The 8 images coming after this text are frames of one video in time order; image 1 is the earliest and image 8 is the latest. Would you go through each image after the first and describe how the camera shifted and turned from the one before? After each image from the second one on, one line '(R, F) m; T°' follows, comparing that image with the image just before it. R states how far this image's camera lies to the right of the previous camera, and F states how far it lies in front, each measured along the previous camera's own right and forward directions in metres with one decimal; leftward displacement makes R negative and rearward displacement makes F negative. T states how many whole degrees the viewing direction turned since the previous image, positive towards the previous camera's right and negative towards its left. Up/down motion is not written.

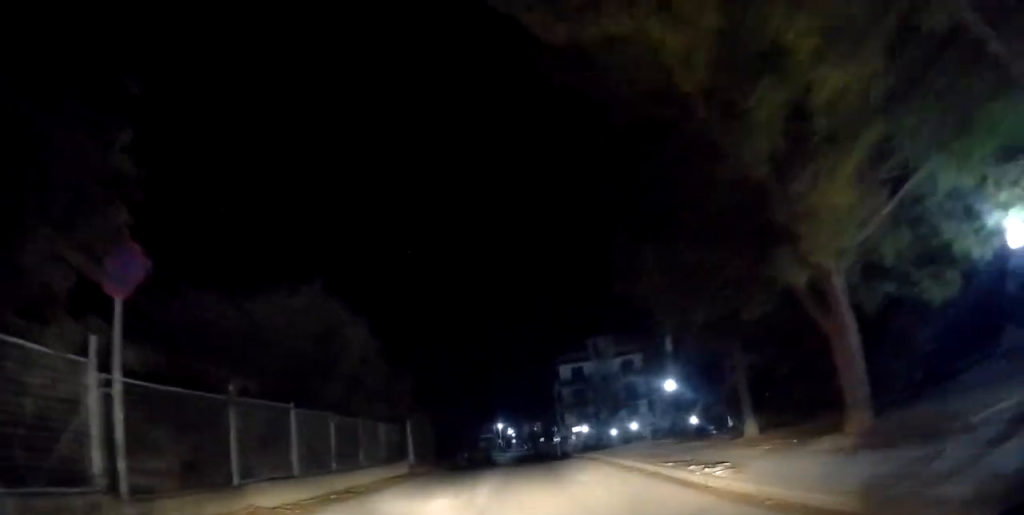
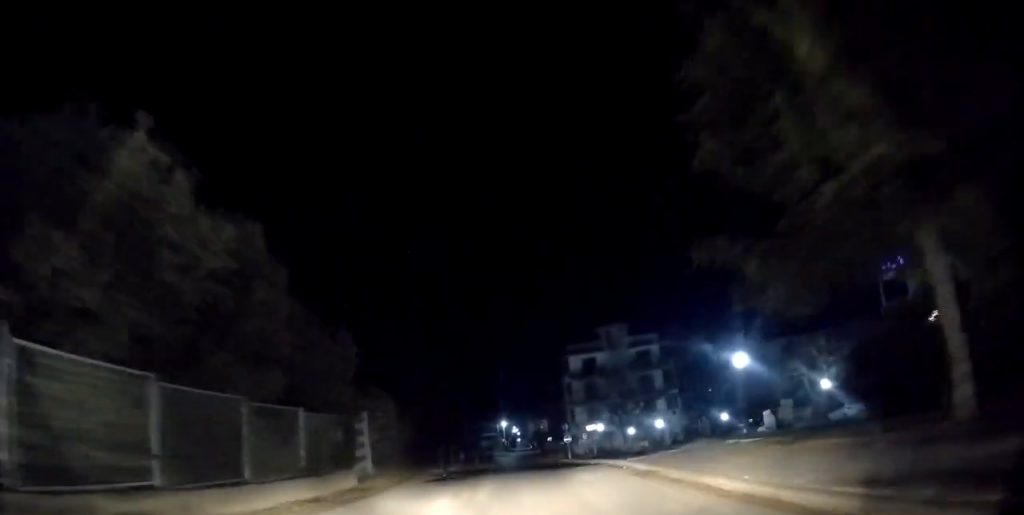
(-0.3, +7.5) m; 0°
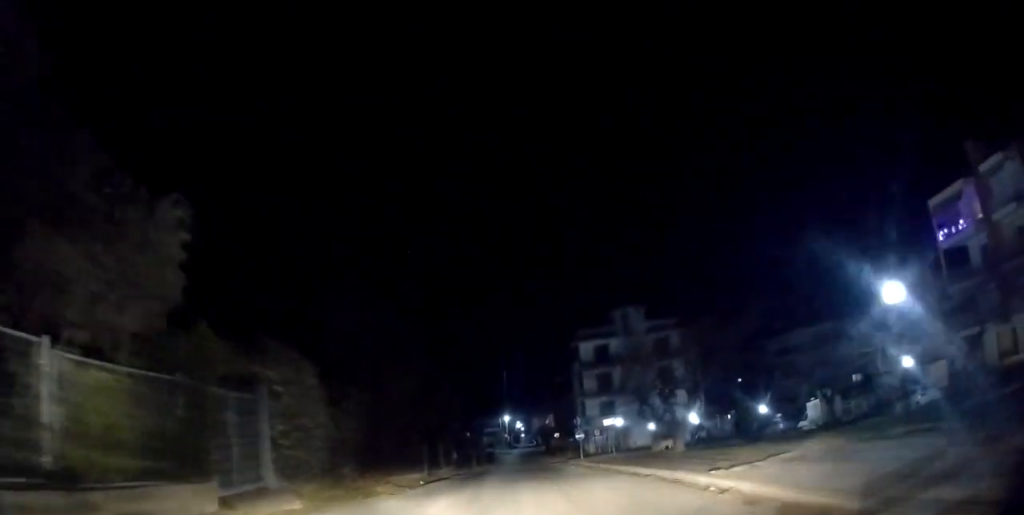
(+0.3, +7.5) m; +2°
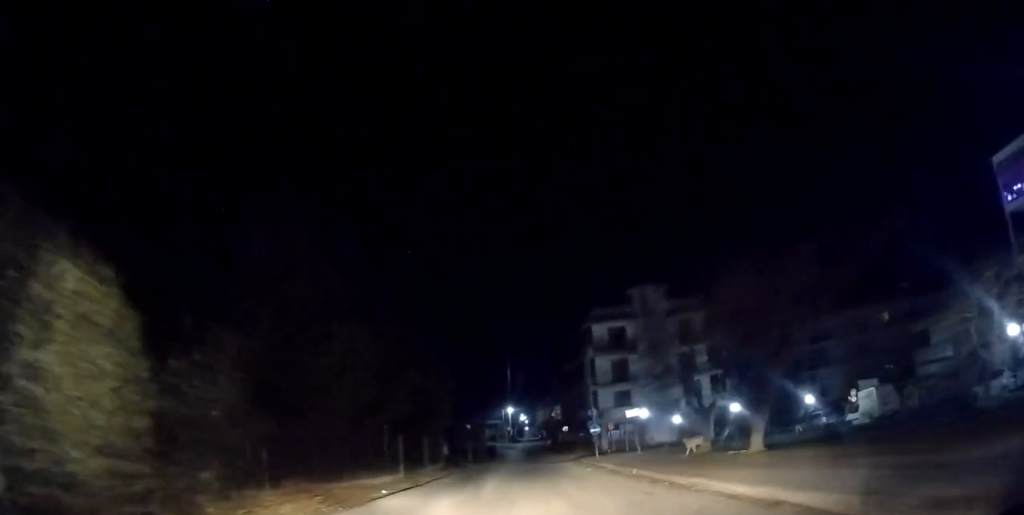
(+0.1, +6.9) m; -1°
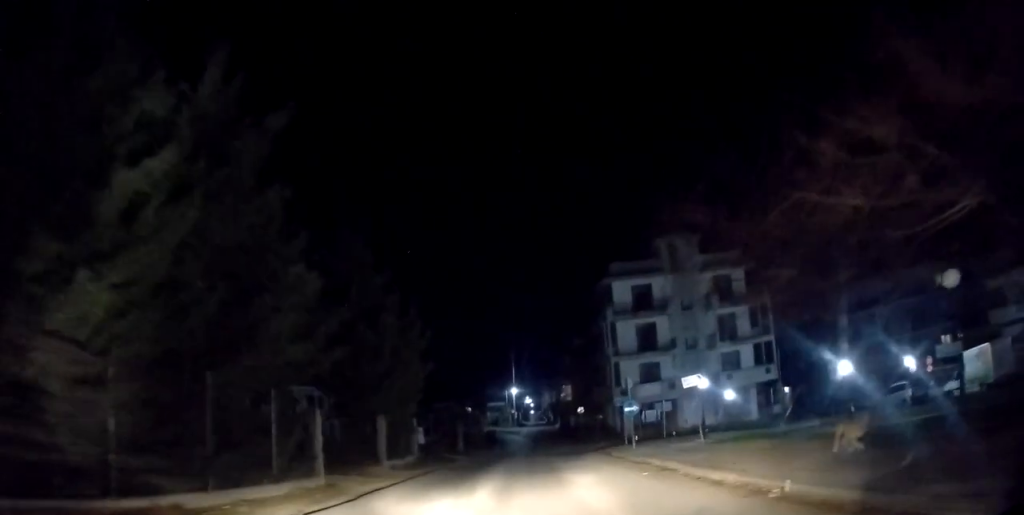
(-0.4, +10.3) m; -1°
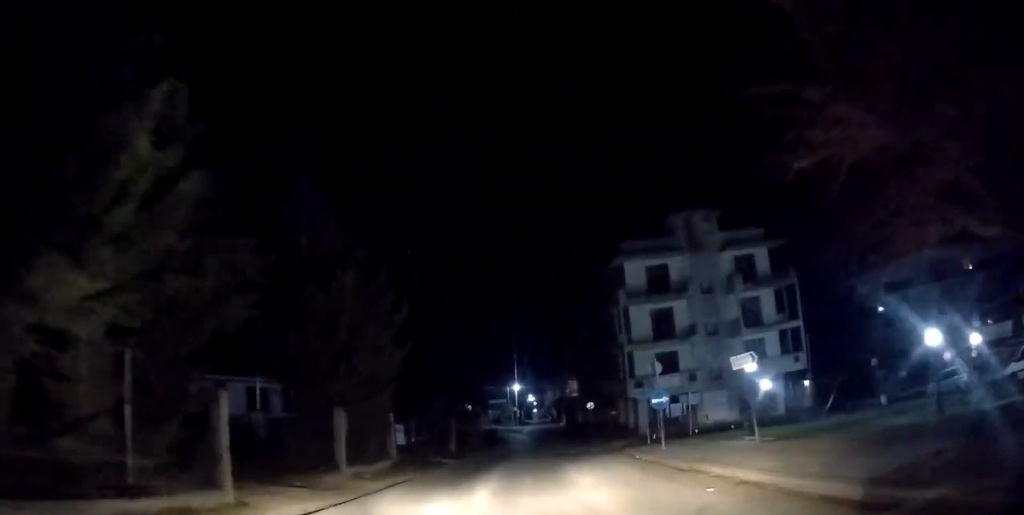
(+0.1, +4.8) m; 0°
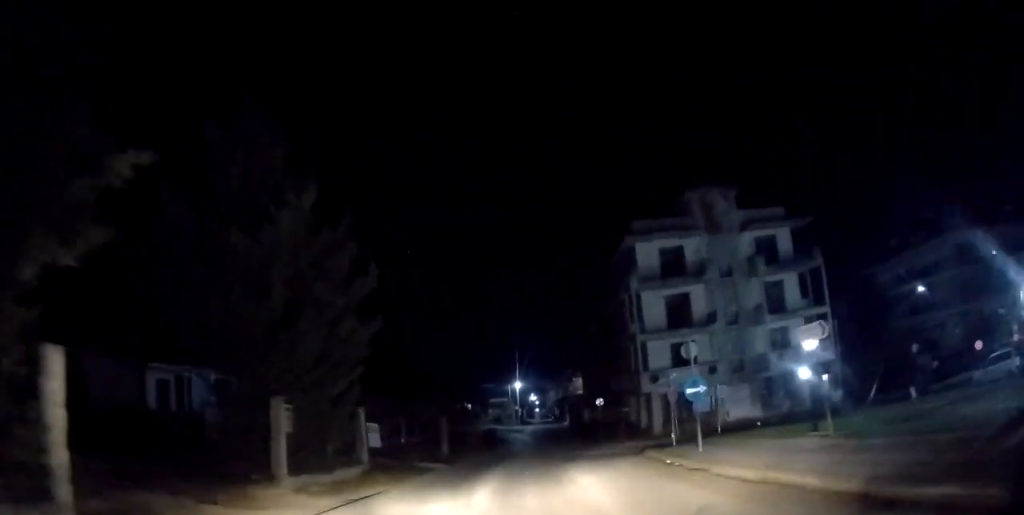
(+0.2, +4.0) m; 0°
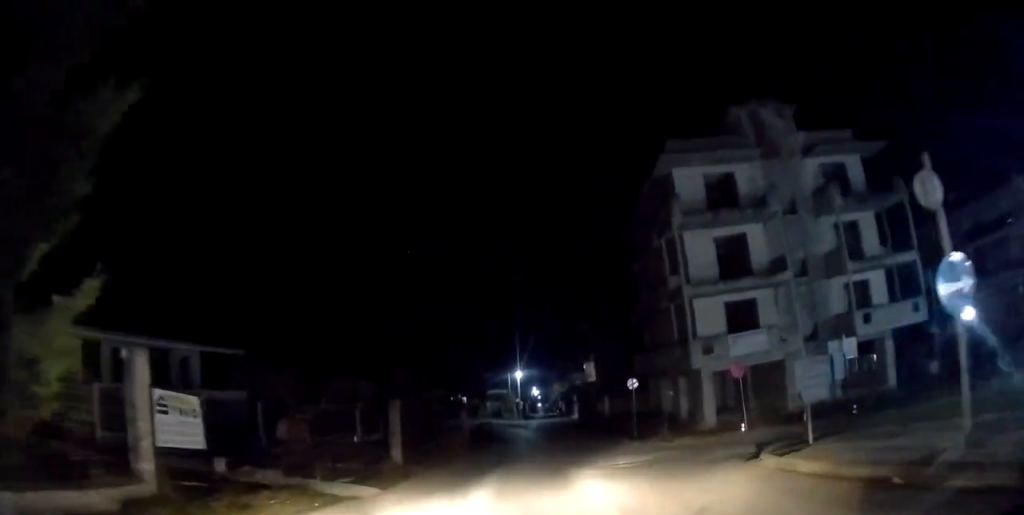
(-0.2, +8.9) m; +2°
